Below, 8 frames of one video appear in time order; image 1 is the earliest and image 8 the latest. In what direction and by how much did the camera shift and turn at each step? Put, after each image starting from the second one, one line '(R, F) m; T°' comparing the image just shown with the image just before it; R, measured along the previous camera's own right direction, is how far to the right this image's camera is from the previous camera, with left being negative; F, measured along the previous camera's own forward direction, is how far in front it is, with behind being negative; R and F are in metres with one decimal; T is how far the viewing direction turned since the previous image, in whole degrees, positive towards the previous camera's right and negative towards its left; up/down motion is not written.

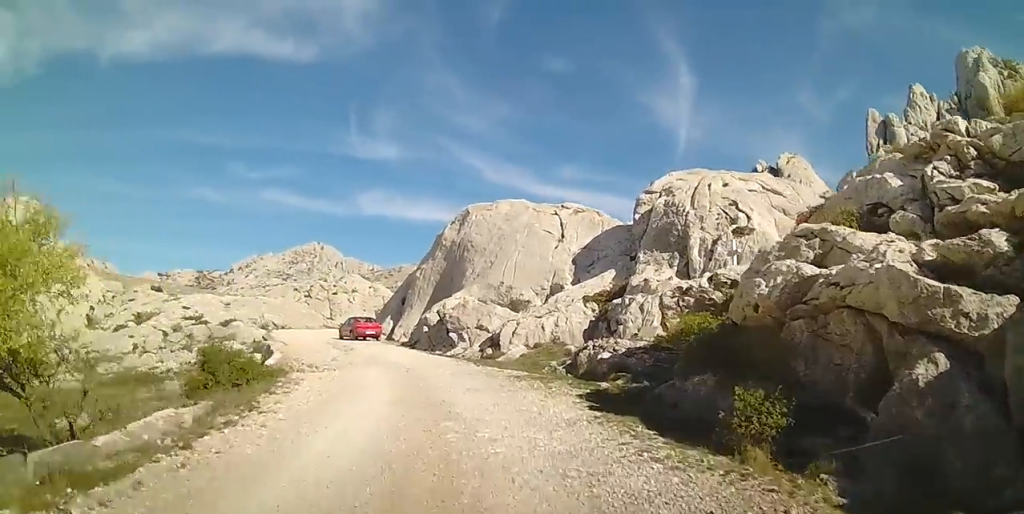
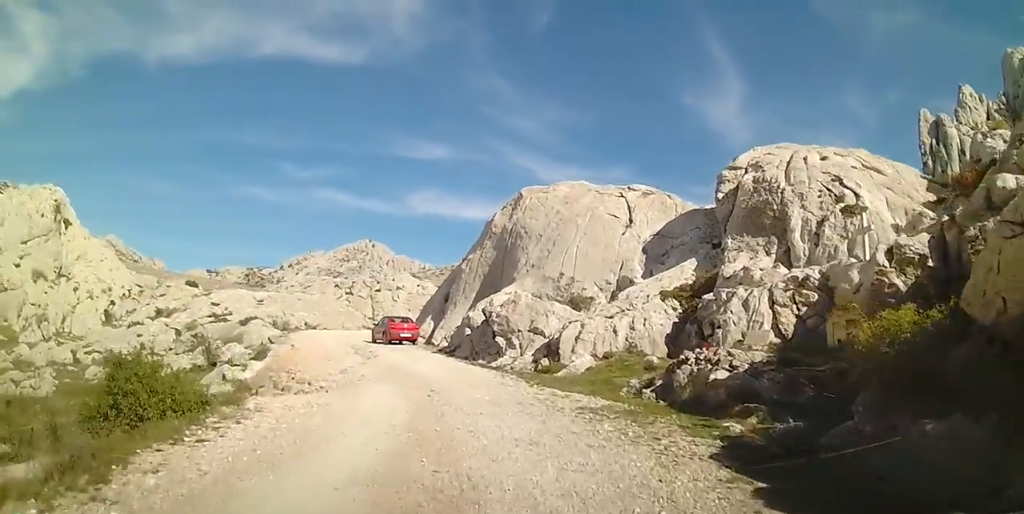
(-0.5, +4.2) m; -5°
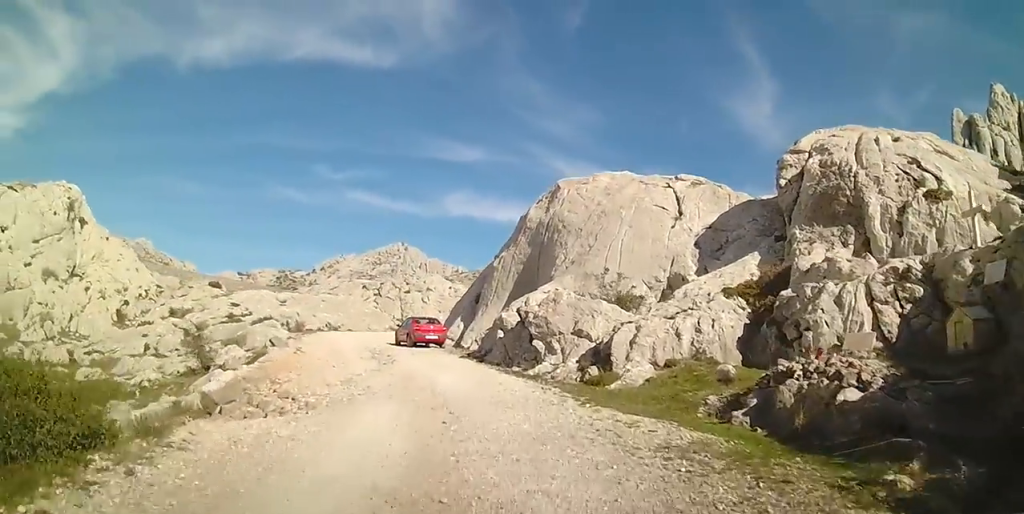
(-0.1, +2.7) m; -3°
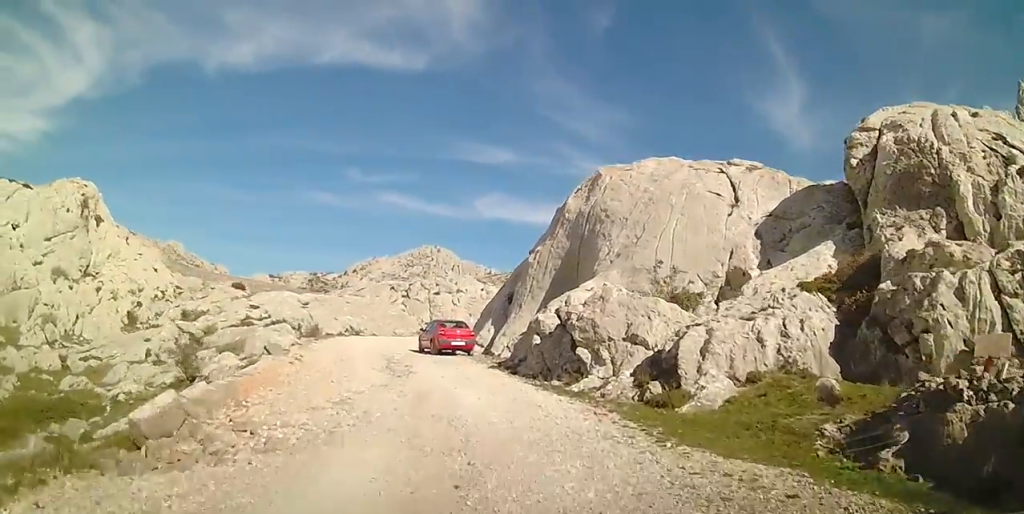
(0.0, +2.7) m; -2°
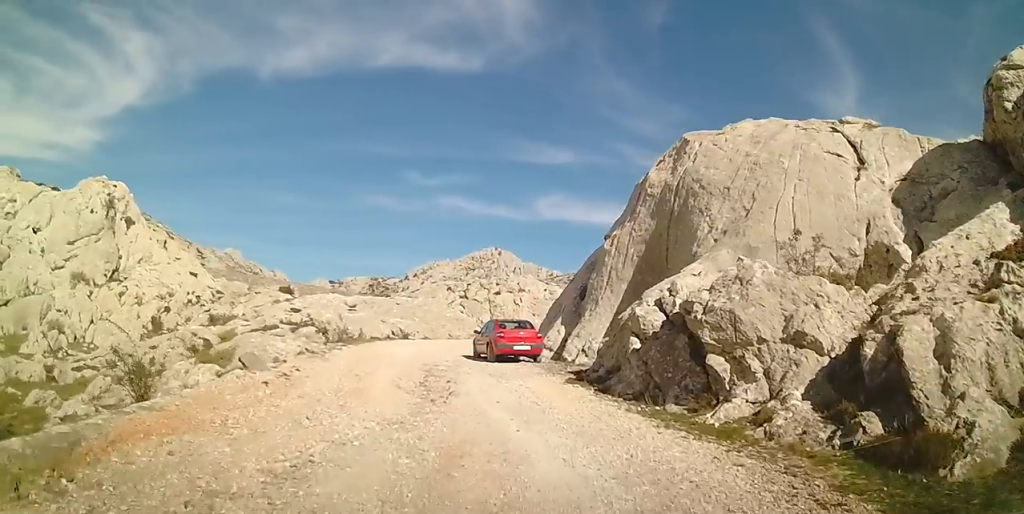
(-0.2, +5.0) m; -6°
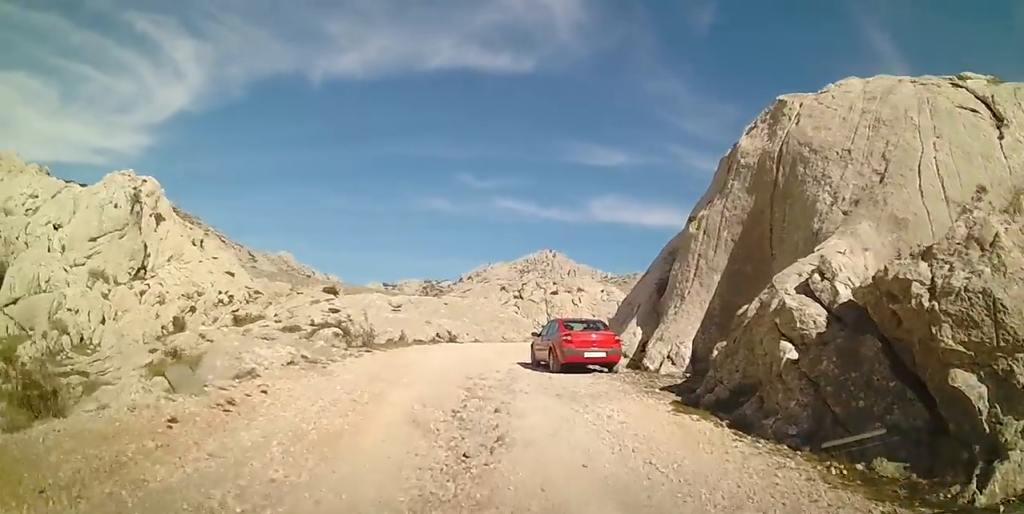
(-0.2, +4.3) m; -6°
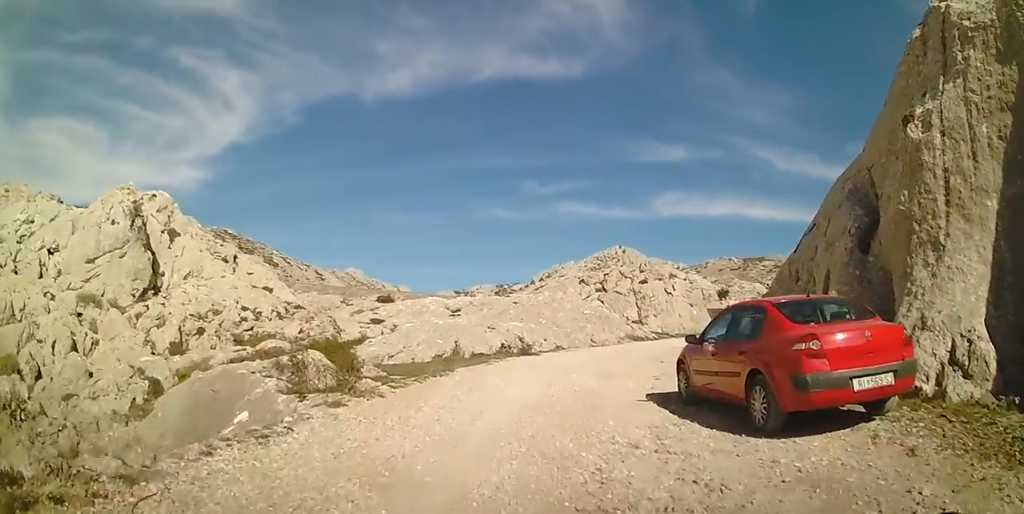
(-1.0, +9.3) m; -6°
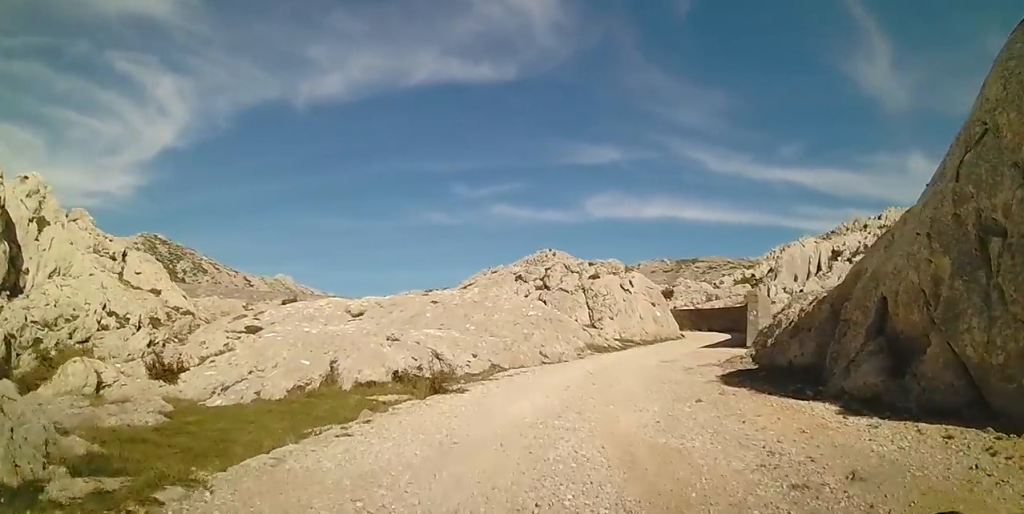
(+0.6, +9.1) m; +8°
